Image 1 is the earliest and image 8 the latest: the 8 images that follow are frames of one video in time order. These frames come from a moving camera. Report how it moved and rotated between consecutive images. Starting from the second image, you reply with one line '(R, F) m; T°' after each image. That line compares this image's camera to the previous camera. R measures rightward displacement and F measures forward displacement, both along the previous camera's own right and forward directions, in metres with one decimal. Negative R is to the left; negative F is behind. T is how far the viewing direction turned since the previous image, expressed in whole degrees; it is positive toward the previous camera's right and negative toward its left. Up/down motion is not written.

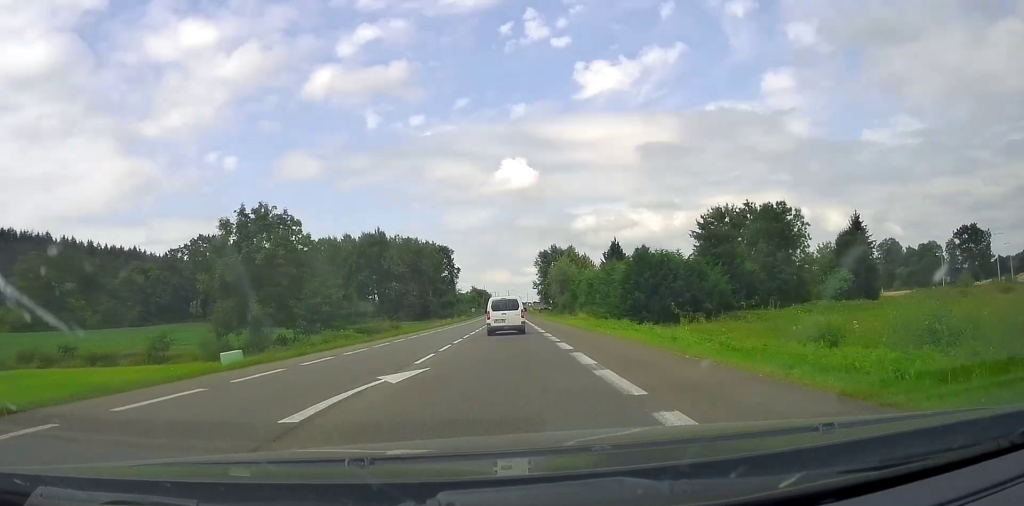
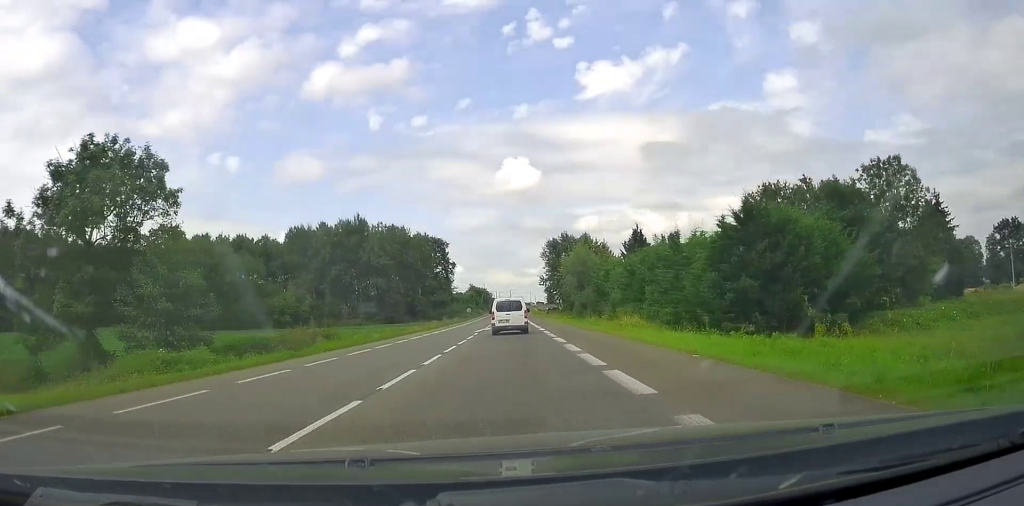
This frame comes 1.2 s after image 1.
(+0.1, +21.3) m; 0°
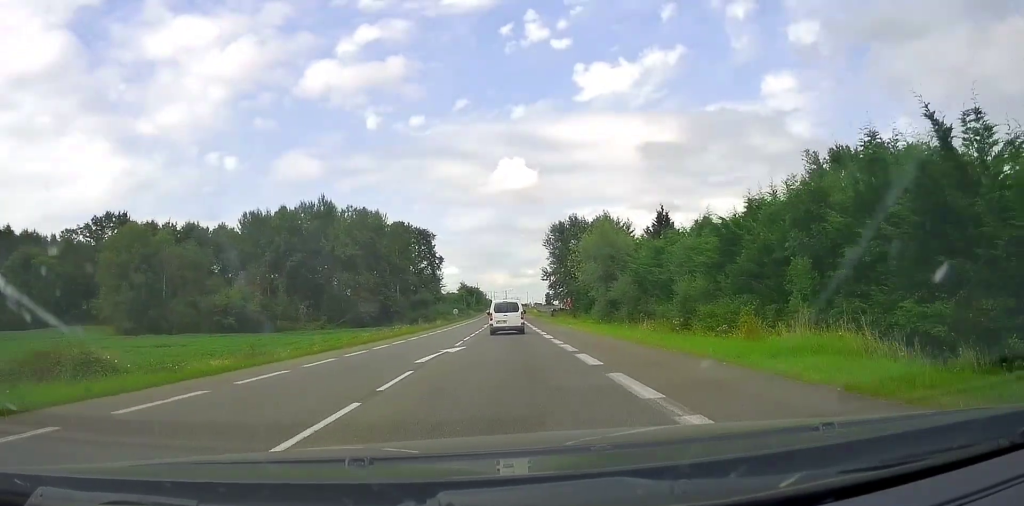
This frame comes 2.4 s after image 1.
(-0.2, +21.6) m; -1°
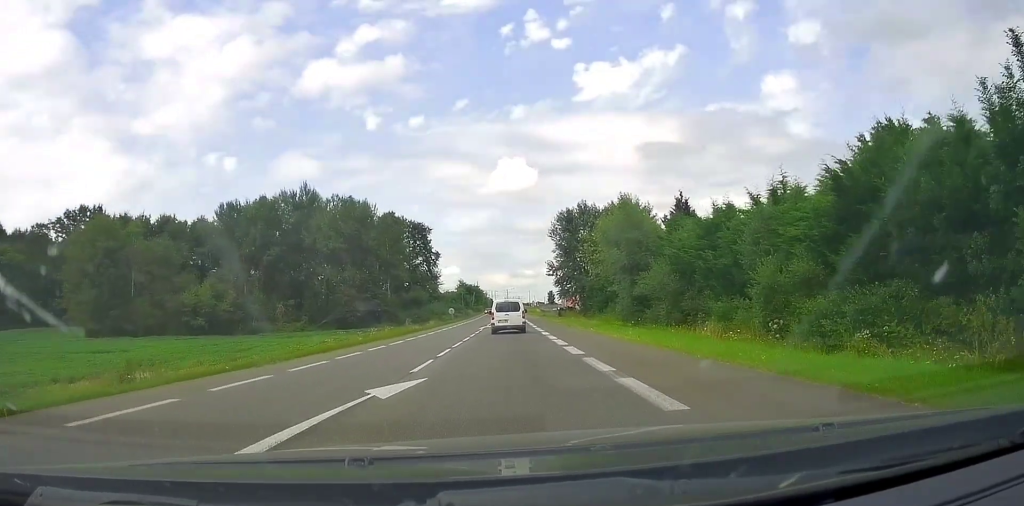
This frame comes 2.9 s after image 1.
(0.0, +9.9) m; 0°
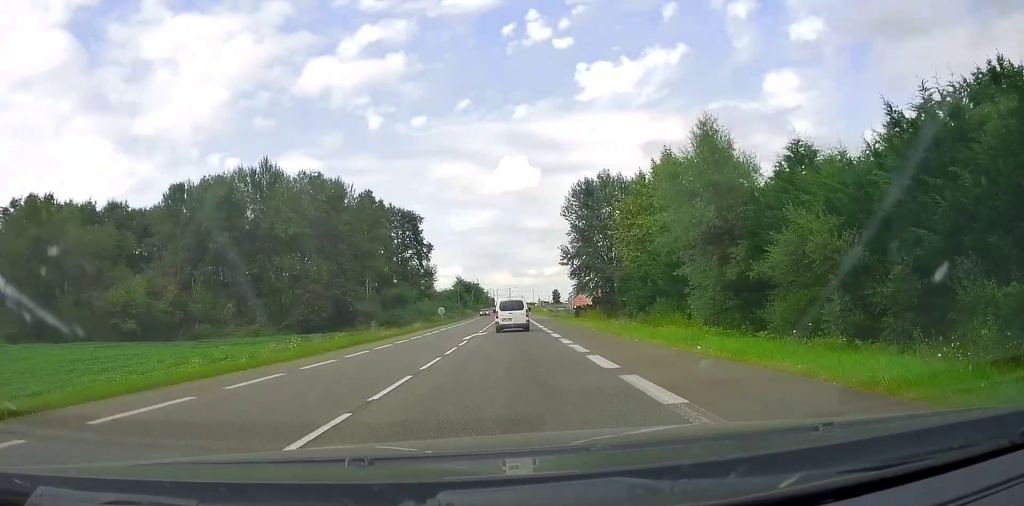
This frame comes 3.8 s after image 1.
(0.0, +16.8) m; 0°
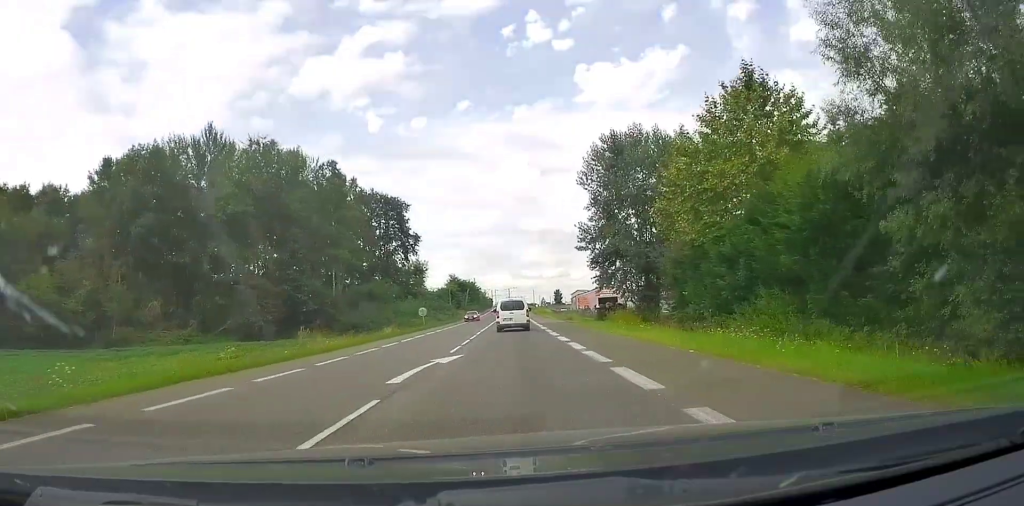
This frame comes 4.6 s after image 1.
(0.0, +15.7) m; 0°
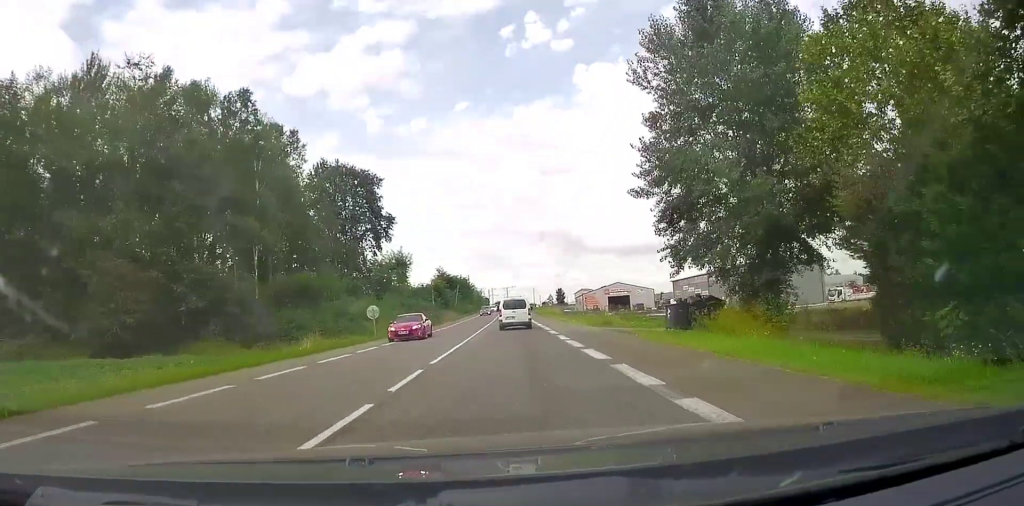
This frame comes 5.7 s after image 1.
(-0.1, +21.2) m; 0°
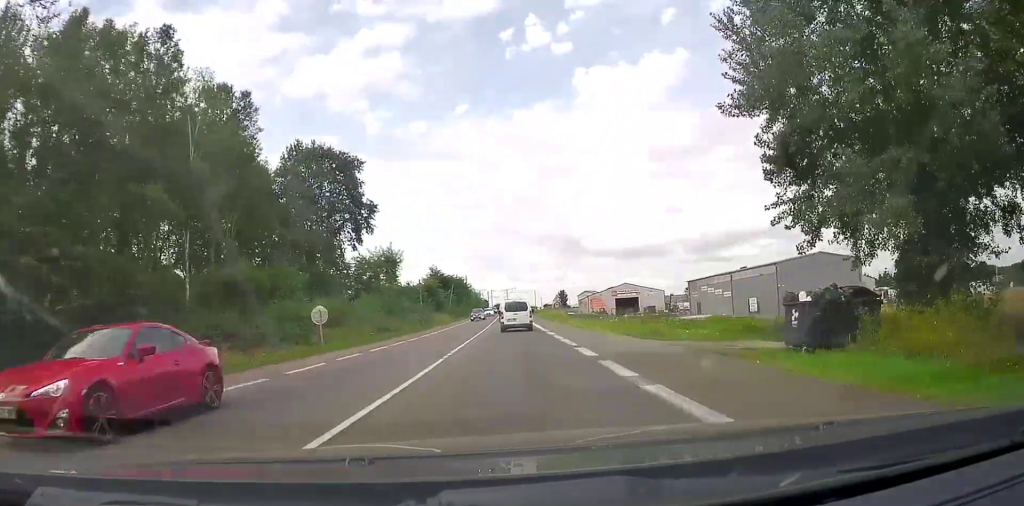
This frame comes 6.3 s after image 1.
(-0.1, +11.1) m; 0°
